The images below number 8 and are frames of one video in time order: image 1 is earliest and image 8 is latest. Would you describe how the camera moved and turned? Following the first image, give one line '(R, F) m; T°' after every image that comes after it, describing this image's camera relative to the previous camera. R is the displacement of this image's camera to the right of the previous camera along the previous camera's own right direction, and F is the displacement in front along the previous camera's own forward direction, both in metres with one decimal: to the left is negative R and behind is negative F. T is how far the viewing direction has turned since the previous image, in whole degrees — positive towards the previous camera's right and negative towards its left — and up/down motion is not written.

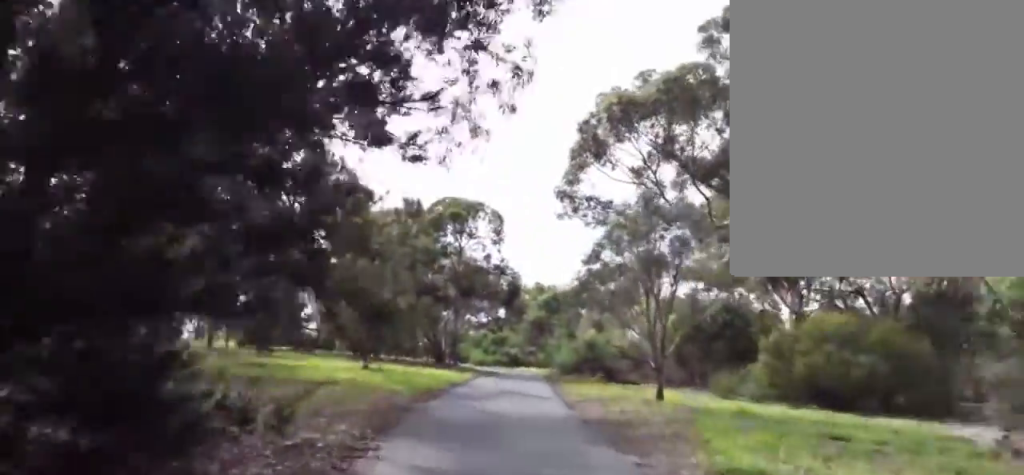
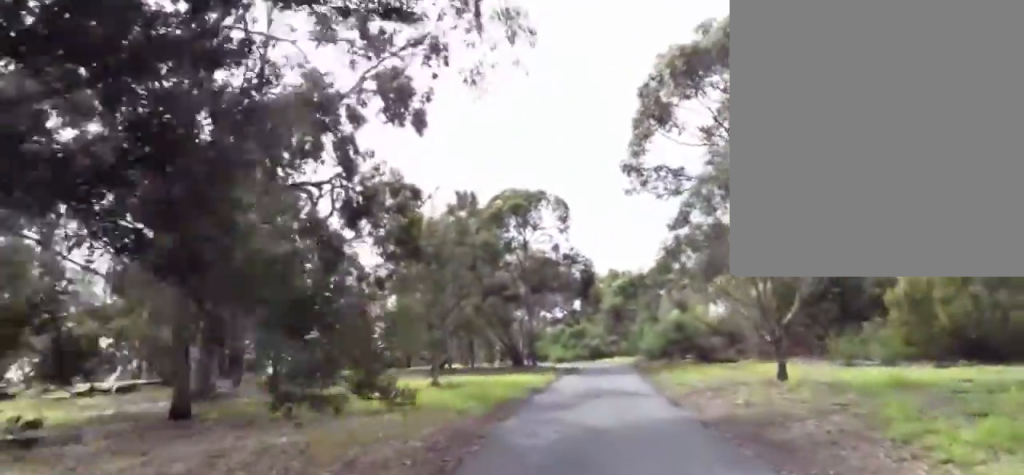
(+0.1, +2.1) m; -4°
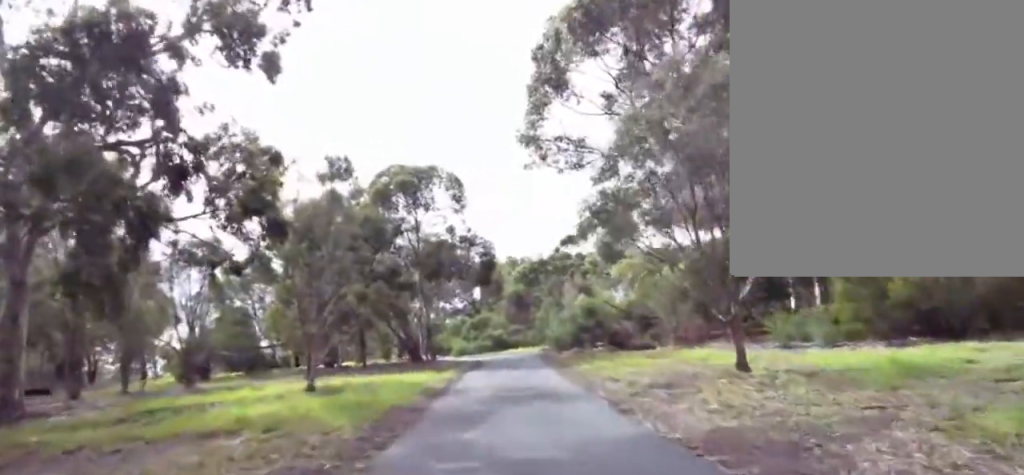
(-0.3, +2.7) m; 0°
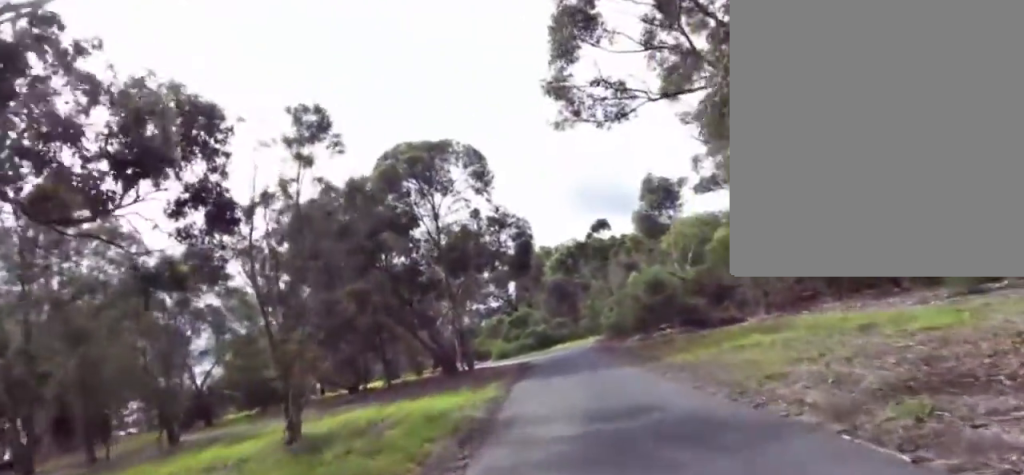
(0.0, +4.4) m; +4°
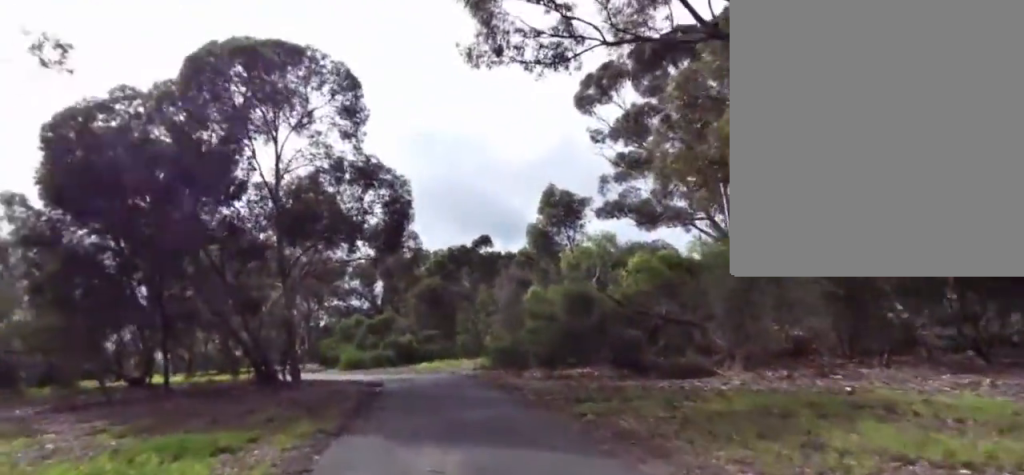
(+0.5, +6.2) m; +6°
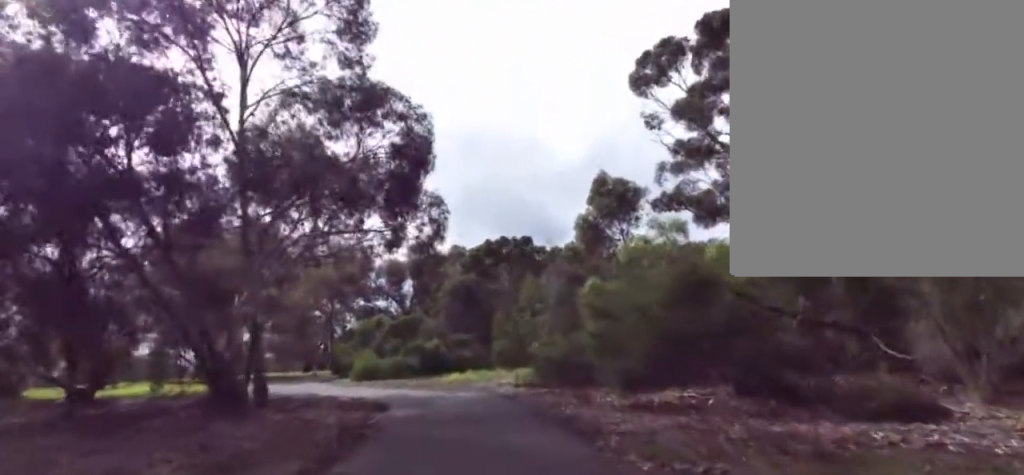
(-0.3, +4.3) m; -15°
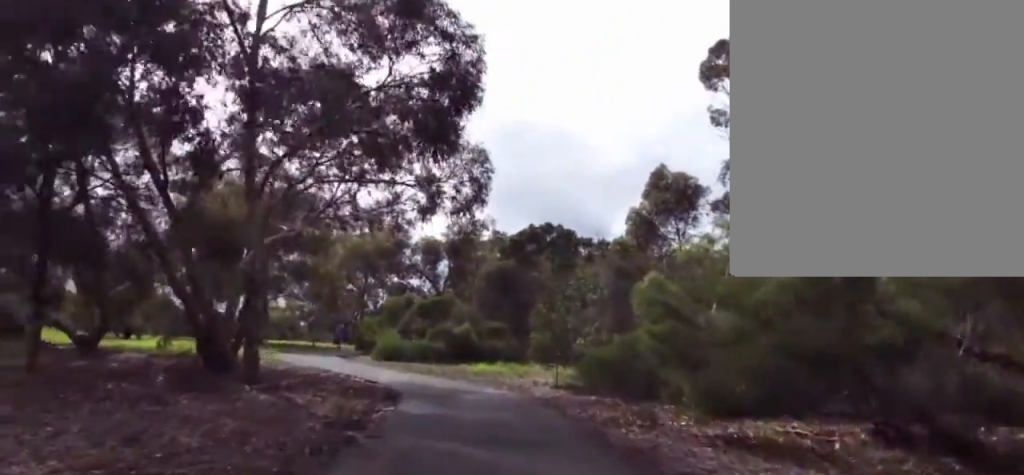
(-0.5, +2.0) m; -3°
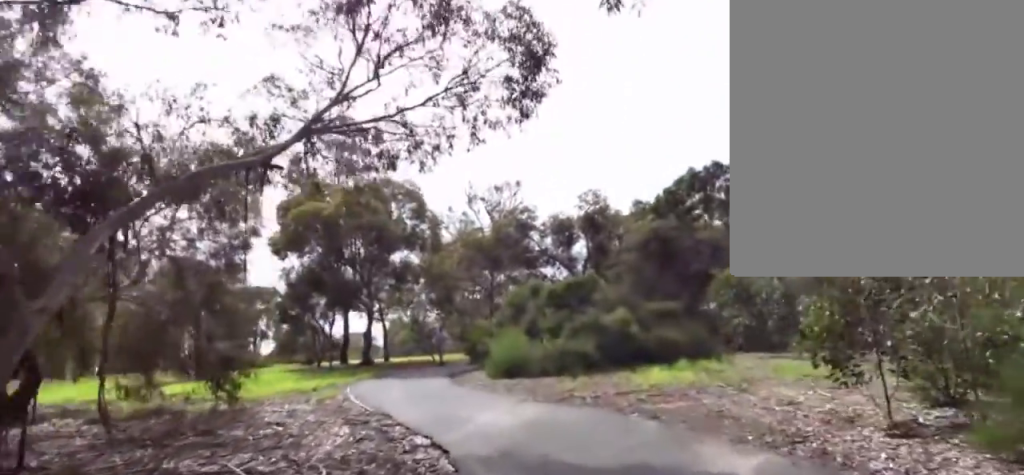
(-0.5, +7.8) m; -6°
